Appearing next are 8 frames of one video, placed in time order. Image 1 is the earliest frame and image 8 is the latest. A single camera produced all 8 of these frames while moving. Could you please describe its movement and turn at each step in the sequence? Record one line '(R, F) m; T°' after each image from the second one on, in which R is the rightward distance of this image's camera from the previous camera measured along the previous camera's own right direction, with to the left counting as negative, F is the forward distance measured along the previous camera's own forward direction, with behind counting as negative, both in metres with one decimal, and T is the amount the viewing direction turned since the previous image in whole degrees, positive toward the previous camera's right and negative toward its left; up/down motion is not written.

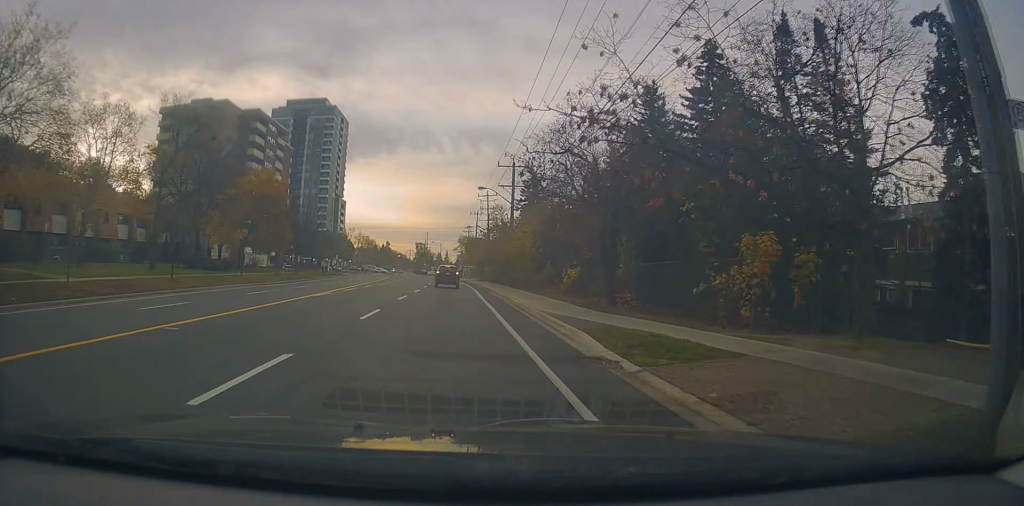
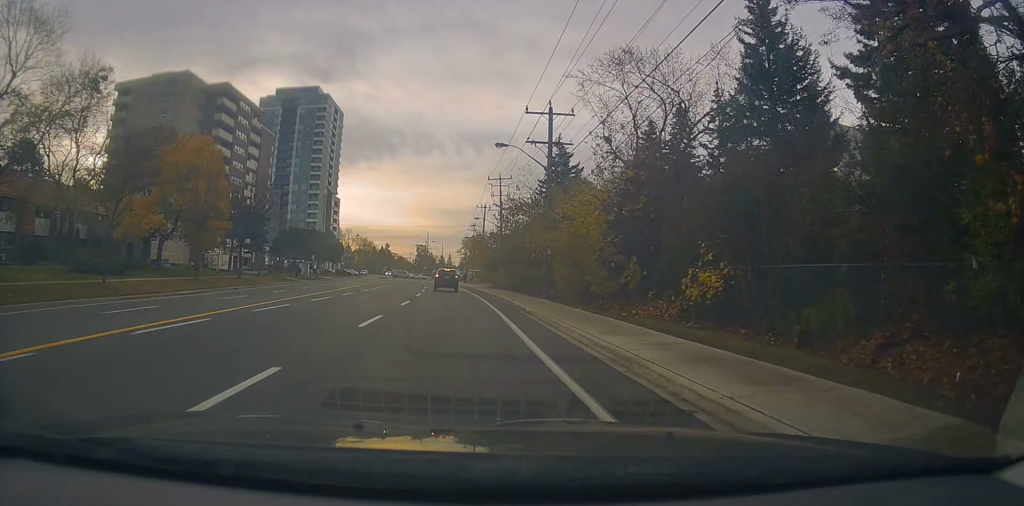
(-0.2, +18.9) m; 0°
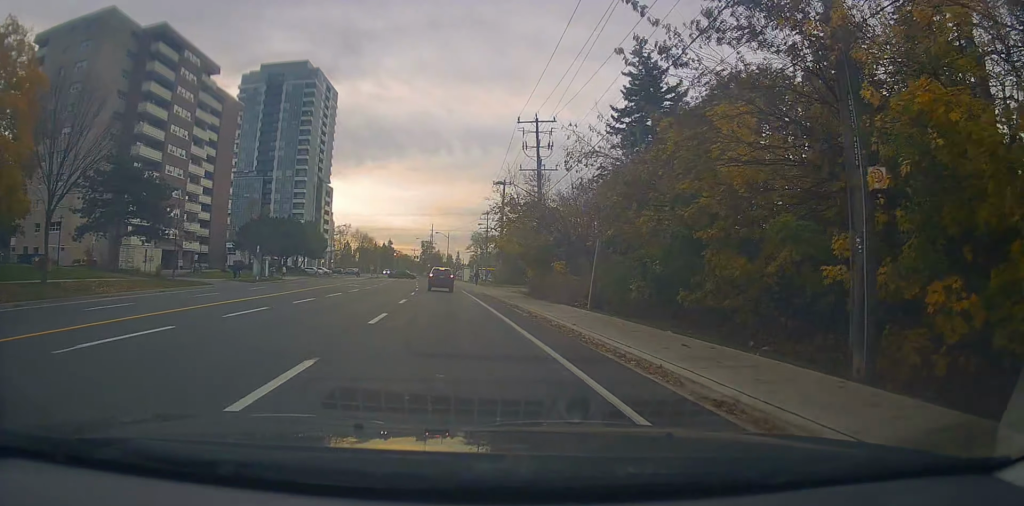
(-0.1, +26.1) m; -1°
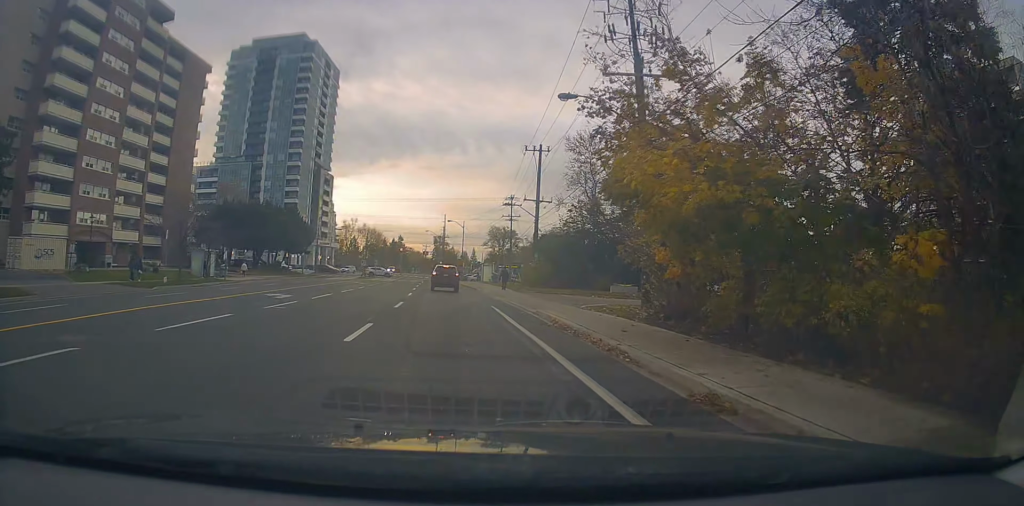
(-0.2, +22.2) m; -1°
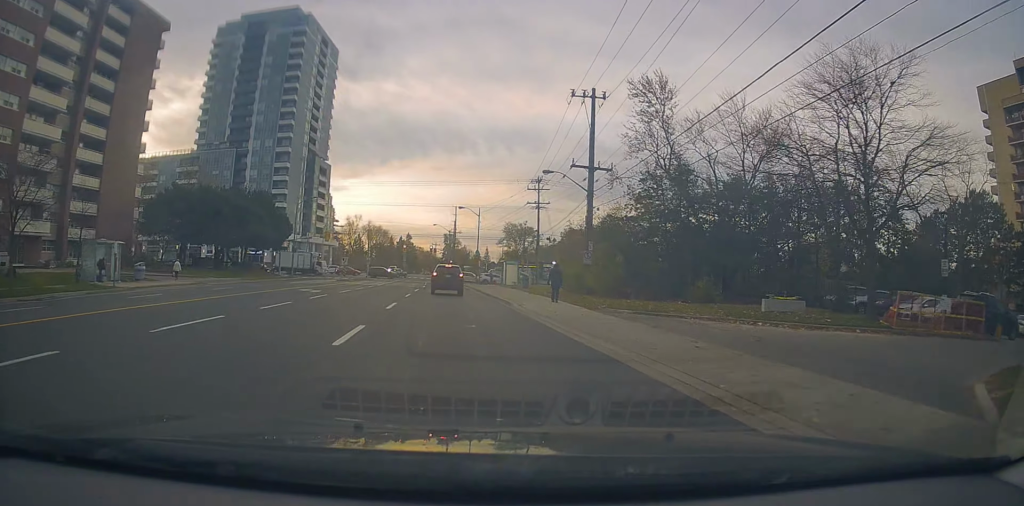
(-0.2, +19.3) m; -1°
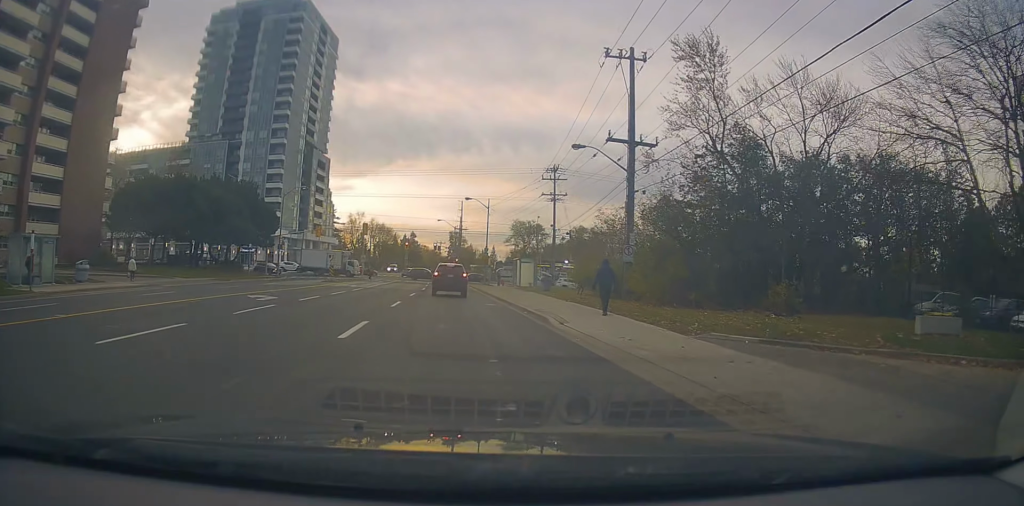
(+0.1, +9.3) m; 0°
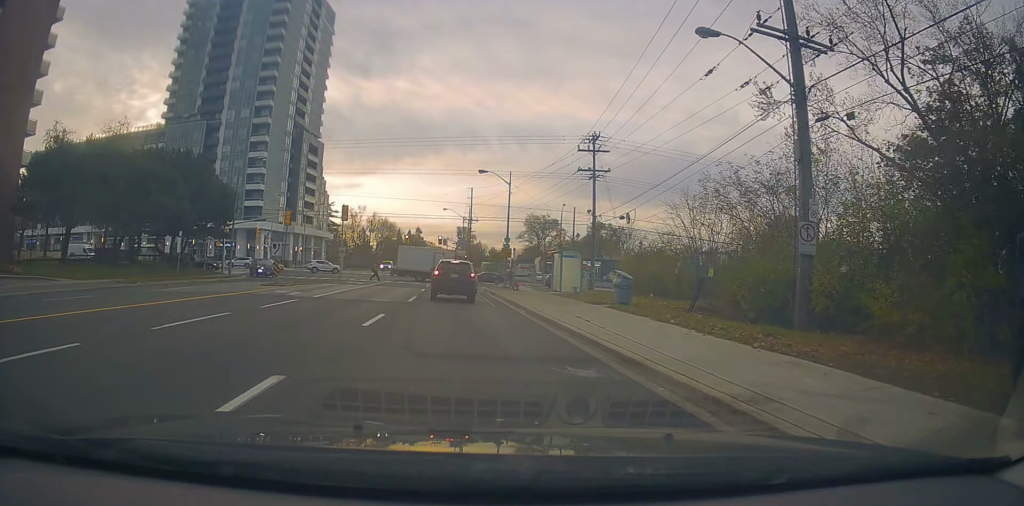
(0.0, +17.3) m; +1°
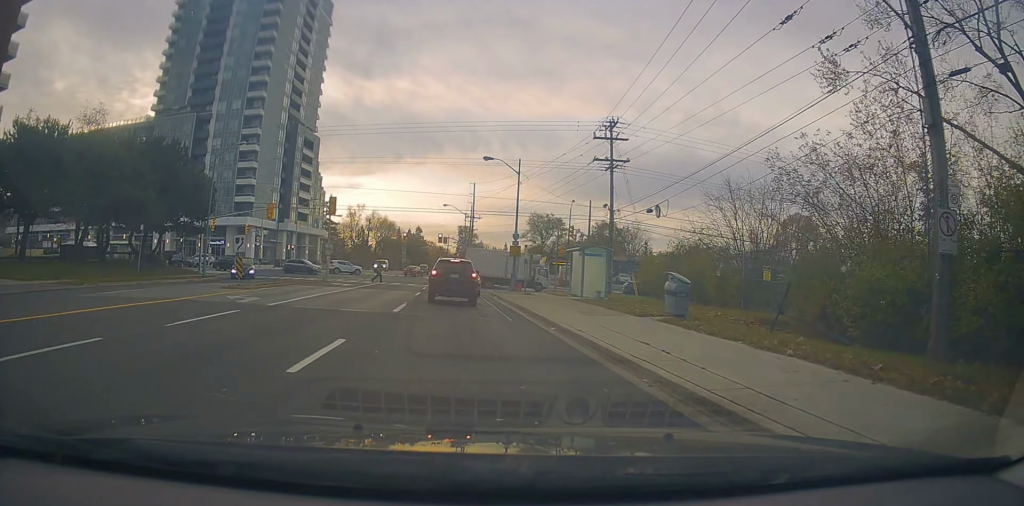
(+0.4, +6.6) m; -1°
